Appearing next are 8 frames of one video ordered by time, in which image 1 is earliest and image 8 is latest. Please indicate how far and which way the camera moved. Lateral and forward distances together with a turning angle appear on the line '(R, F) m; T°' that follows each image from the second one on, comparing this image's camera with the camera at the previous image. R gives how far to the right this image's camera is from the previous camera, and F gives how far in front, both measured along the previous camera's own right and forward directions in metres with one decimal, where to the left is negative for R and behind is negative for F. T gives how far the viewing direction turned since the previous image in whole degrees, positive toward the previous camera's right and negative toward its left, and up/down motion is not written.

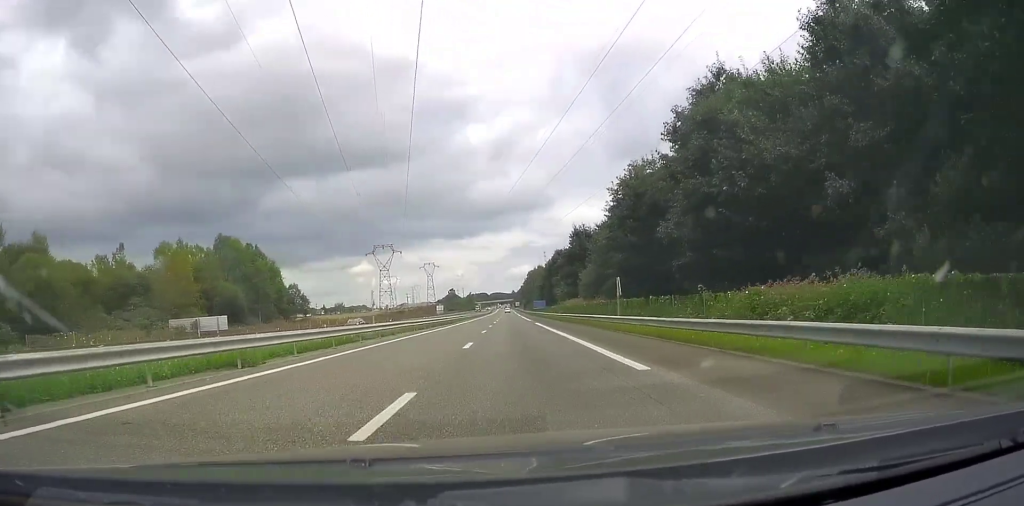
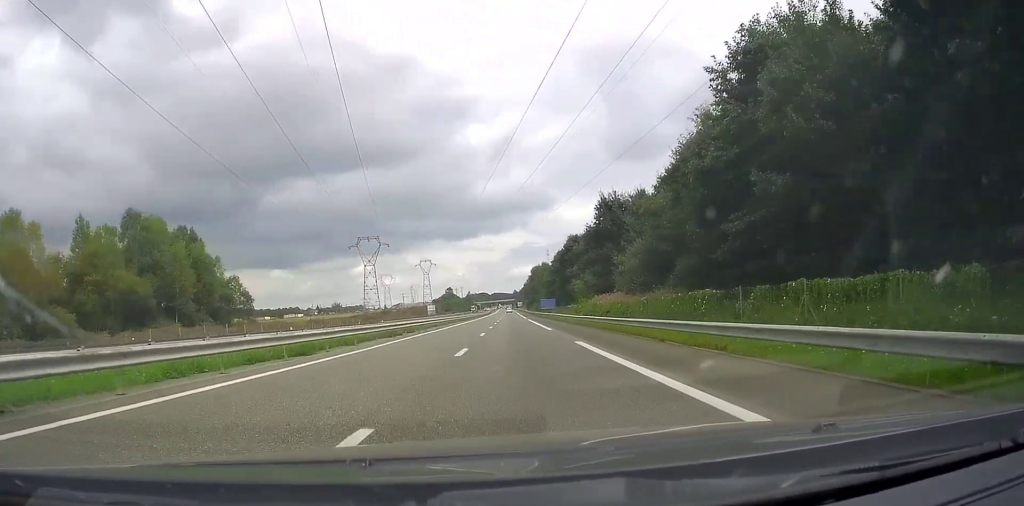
(+0.2, +30.2) m; 0°
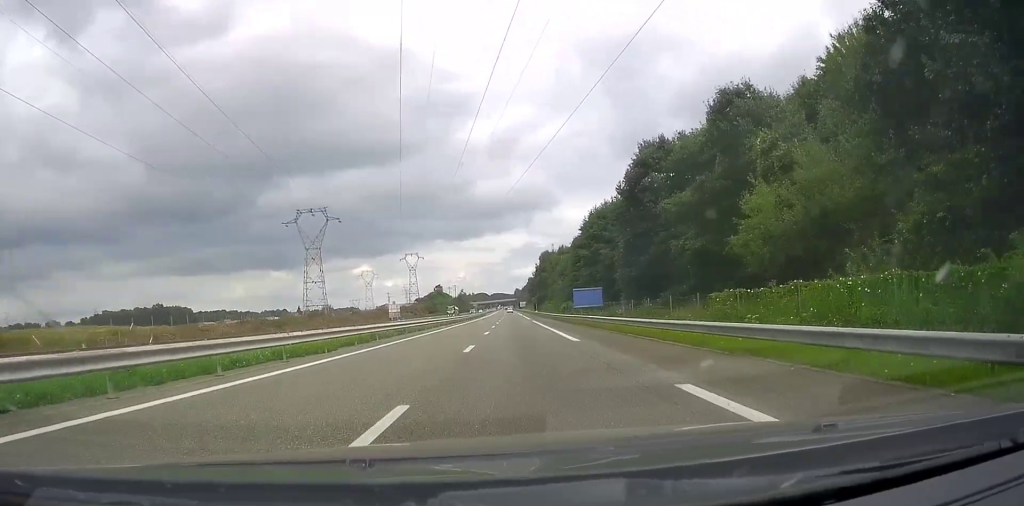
(-0.2, +66.1) m; 0°
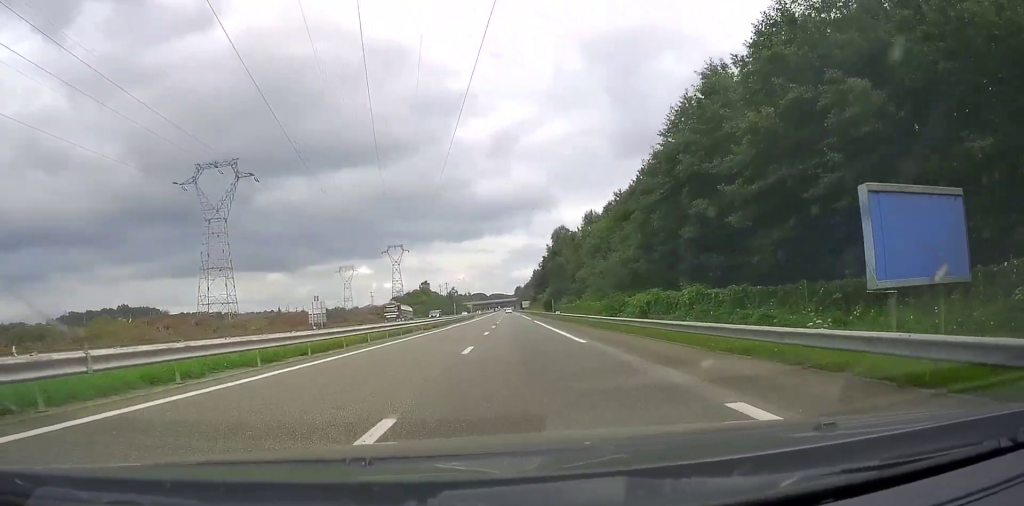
(+0.5, +54.8) m; 0°
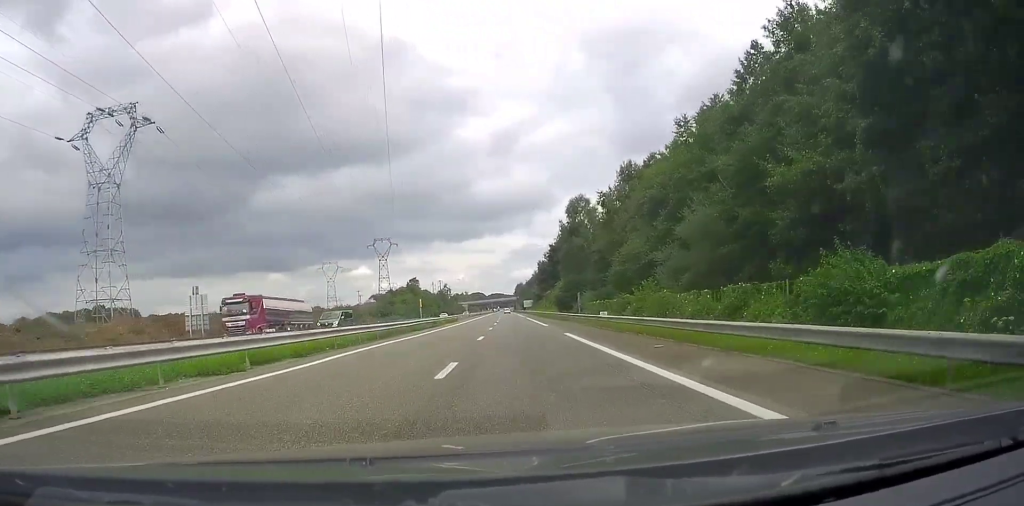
(-0.4, +32.7) m; 0°
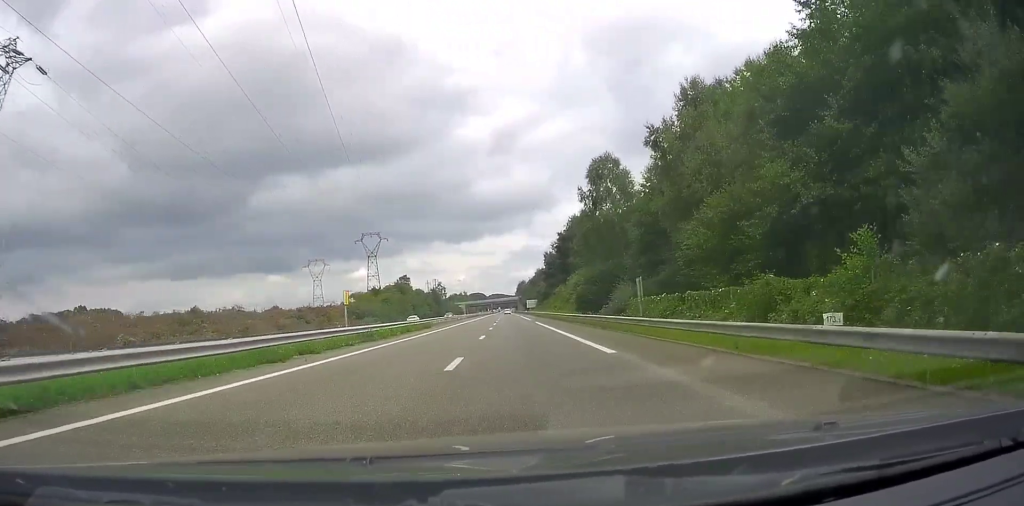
(+0.1, +24.8) m; 0°
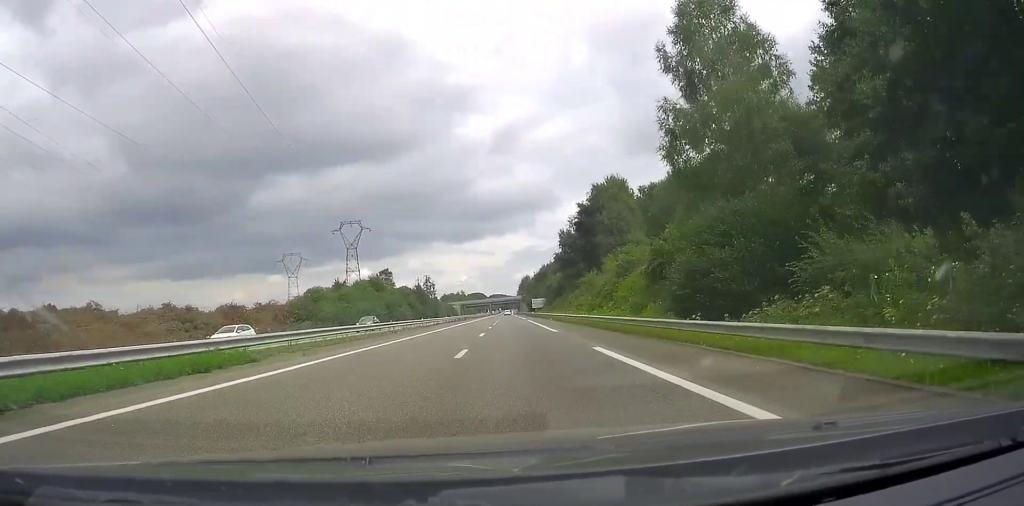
(+0.2, +36.5) m; 0°
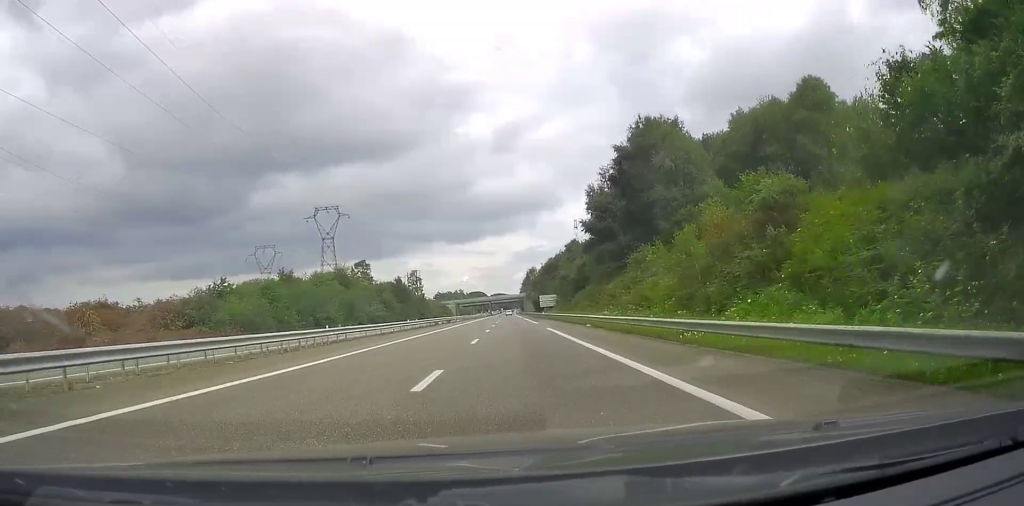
(-0.2, +32.5) m; 0°
